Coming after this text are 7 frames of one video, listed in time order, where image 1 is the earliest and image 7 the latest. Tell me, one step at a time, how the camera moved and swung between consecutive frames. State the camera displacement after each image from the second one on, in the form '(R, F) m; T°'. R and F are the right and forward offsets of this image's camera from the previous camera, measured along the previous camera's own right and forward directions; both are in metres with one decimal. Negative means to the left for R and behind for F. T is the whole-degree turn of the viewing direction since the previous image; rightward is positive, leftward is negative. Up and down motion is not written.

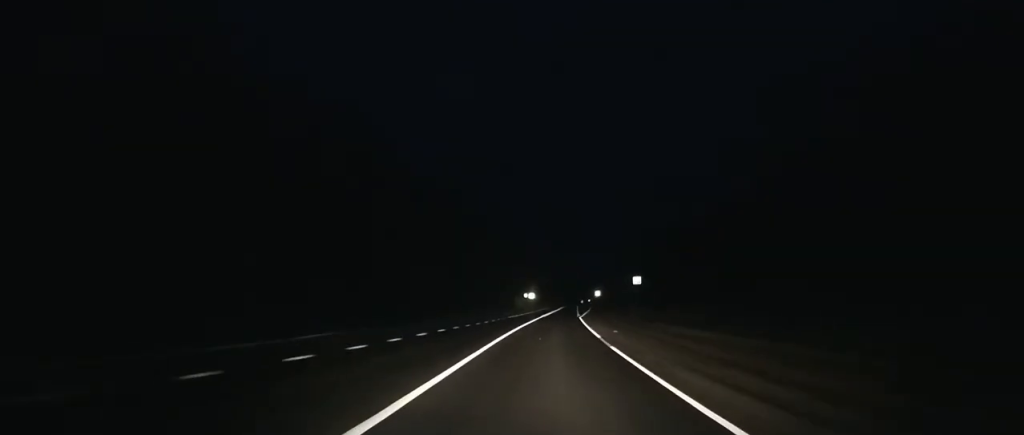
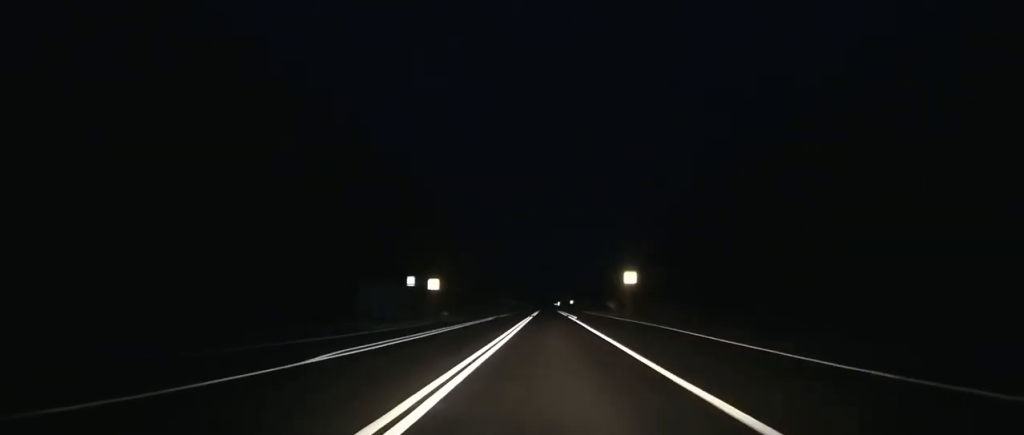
(+4.1, +121.2) m; +3°
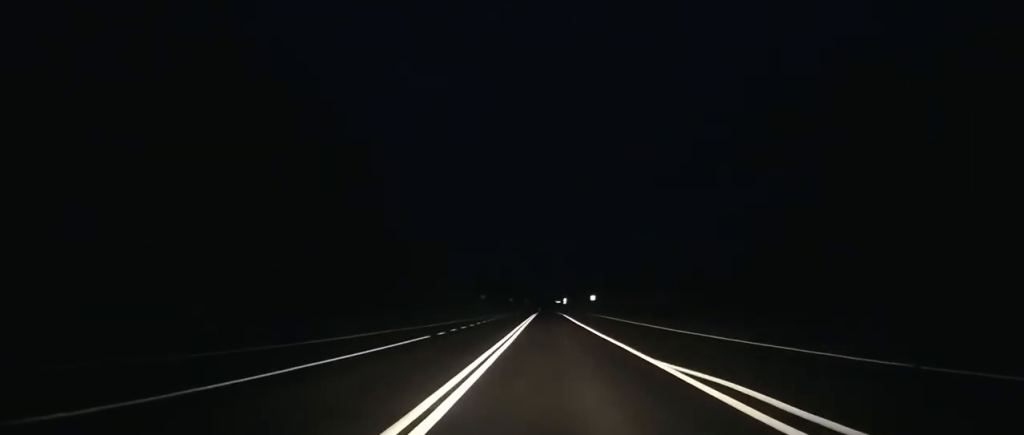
(+0.4, +96.1) m; 0°
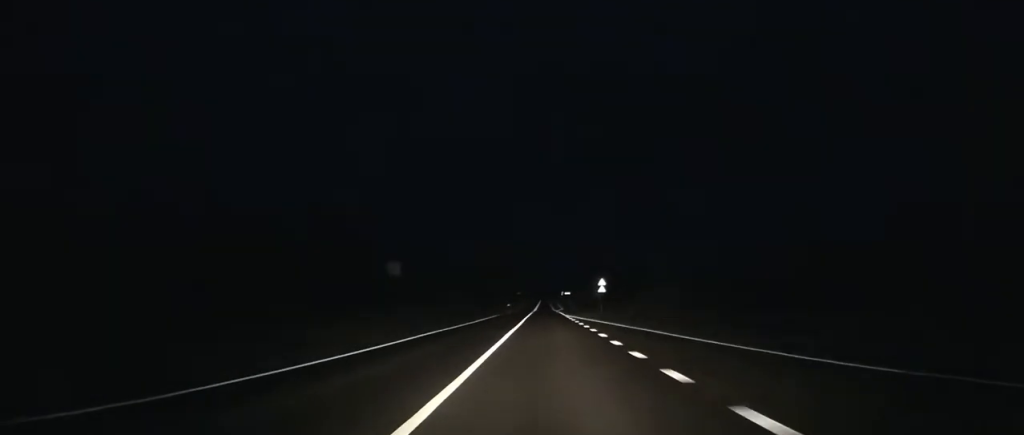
(-0.1, +121.1) m; 0°
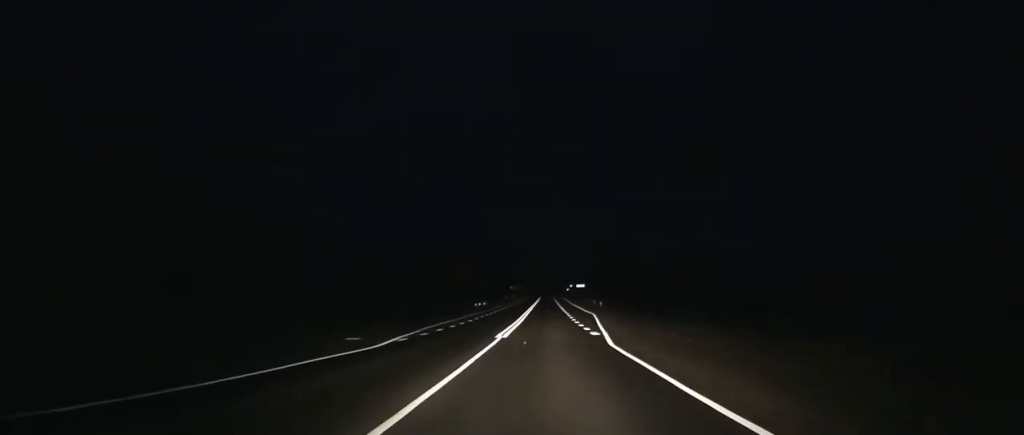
(+0.1, +77.3) m; 0°
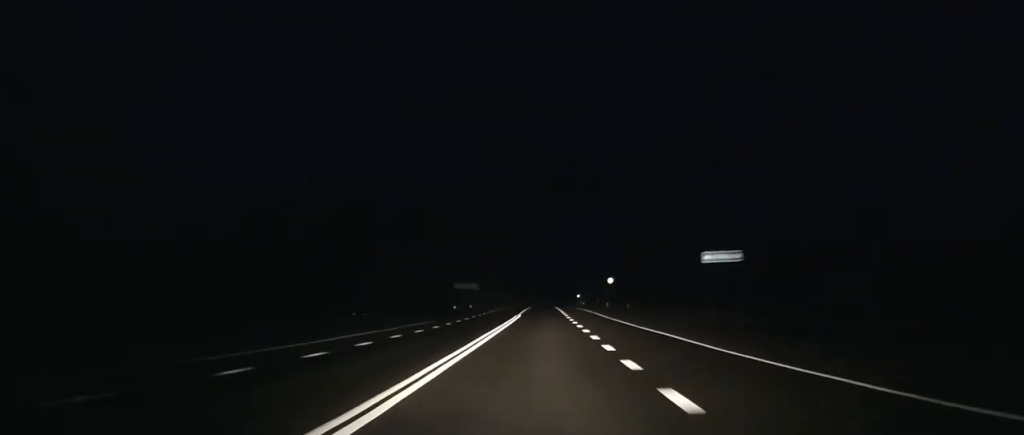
(-0.2, +126.1) m; 0°
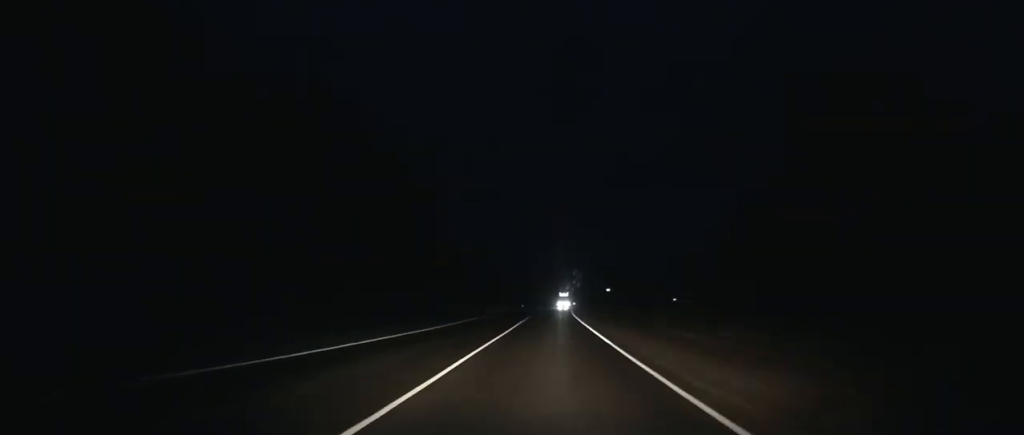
(+1.1, +103.9) m; +2°
